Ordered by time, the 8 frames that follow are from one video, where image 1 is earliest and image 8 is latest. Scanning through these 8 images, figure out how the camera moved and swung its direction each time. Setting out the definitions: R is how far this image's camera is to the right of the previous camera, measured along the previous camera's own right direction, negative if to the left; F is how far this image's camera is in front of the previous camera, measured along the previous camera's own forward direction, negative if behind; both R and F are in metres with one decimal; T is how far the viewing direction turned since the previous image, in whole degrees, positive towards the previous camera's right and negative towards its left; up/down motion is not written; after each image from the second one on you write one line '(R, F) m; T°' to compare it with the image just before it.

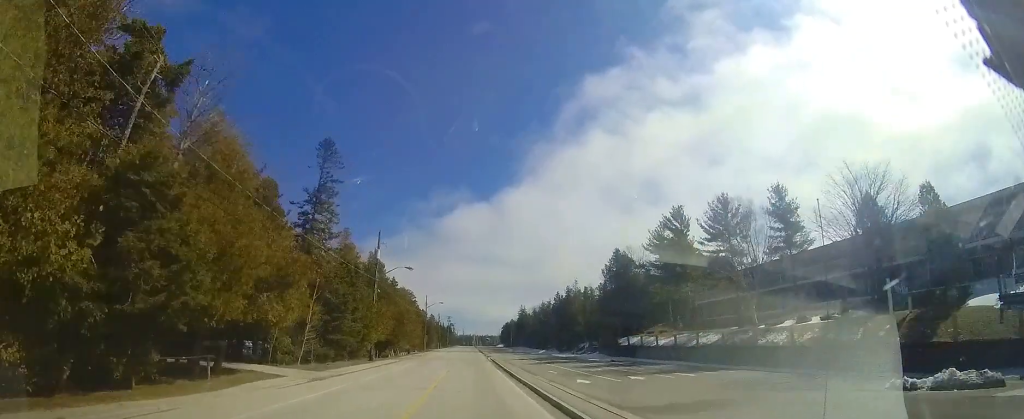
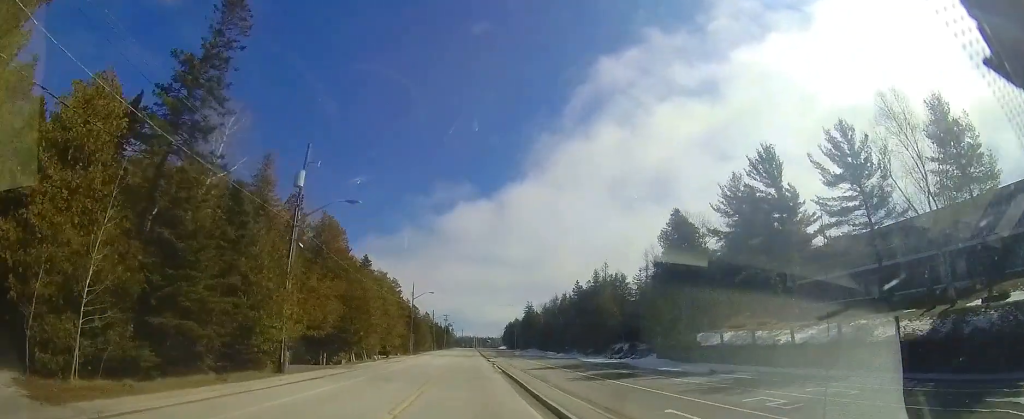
(-0.7, +16.2) m; -3°
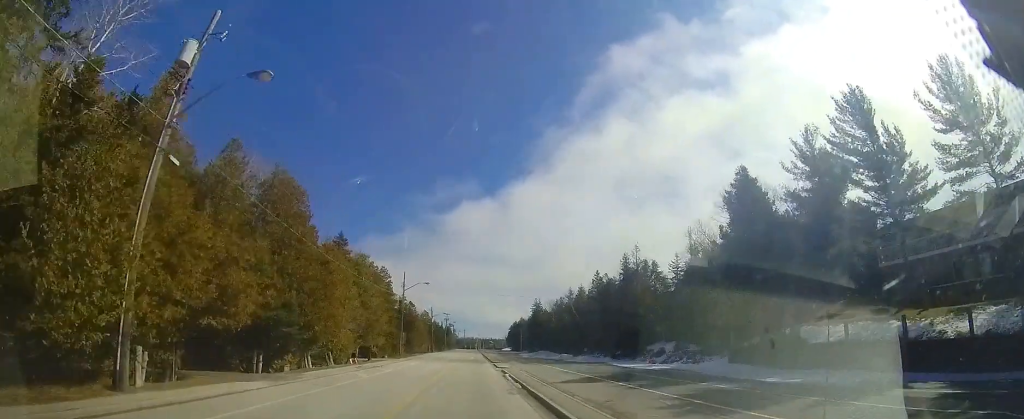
(0.0, +9.9) m; -1°
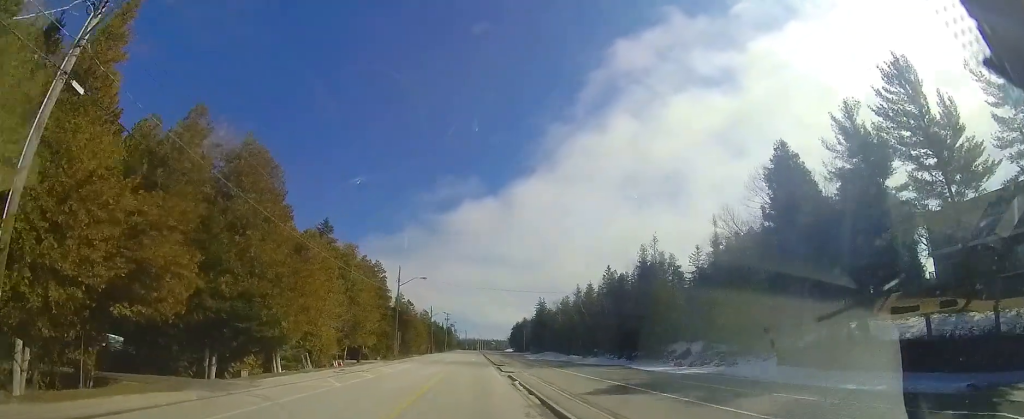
(+0.1, +4.3) m; -1°
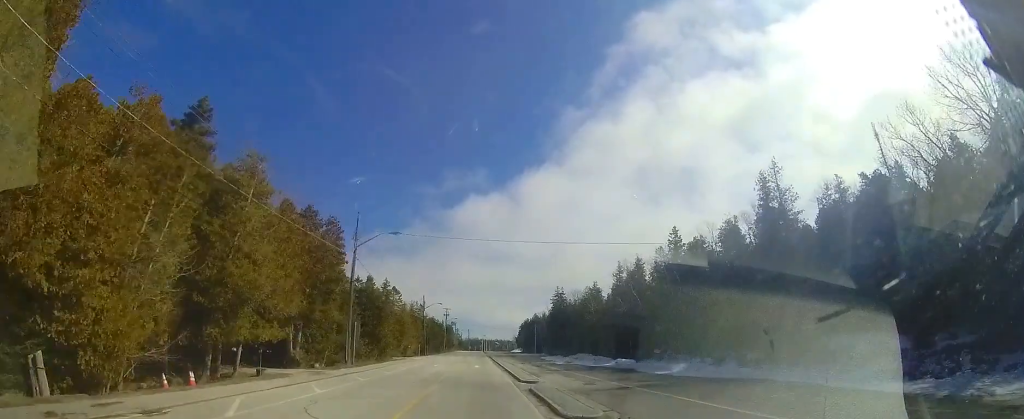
(-0.3, +18.2) m; 0°
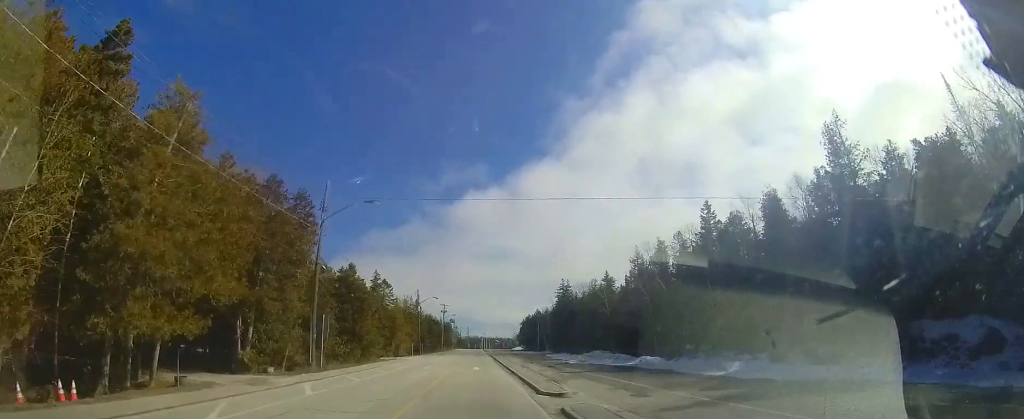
(+0.3, +6.0) m; 0°
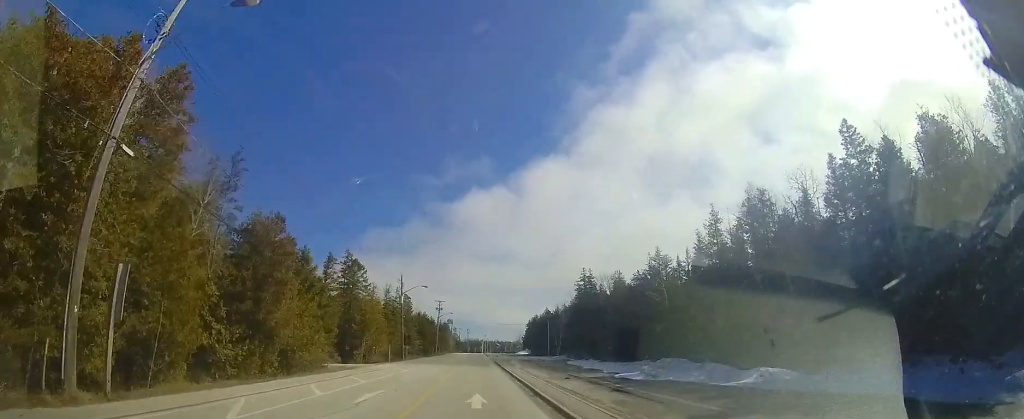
(-0.4, +14.9) m; 0°
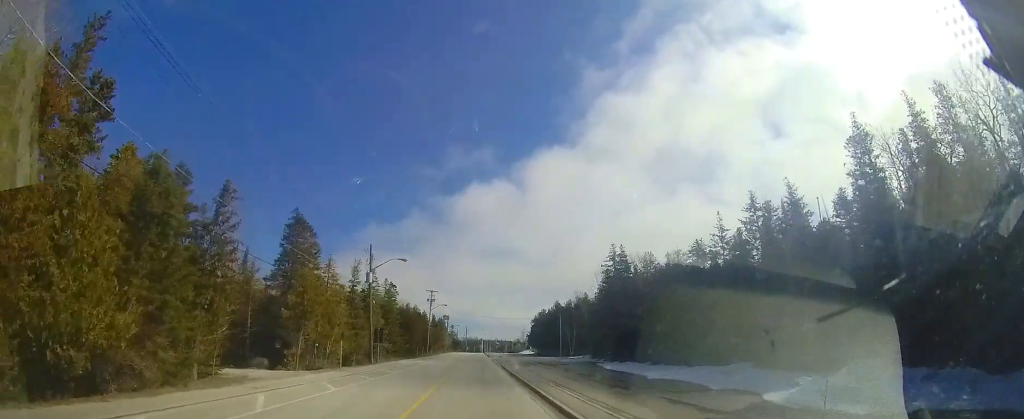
(+0.3, +14.3) m; -1°
